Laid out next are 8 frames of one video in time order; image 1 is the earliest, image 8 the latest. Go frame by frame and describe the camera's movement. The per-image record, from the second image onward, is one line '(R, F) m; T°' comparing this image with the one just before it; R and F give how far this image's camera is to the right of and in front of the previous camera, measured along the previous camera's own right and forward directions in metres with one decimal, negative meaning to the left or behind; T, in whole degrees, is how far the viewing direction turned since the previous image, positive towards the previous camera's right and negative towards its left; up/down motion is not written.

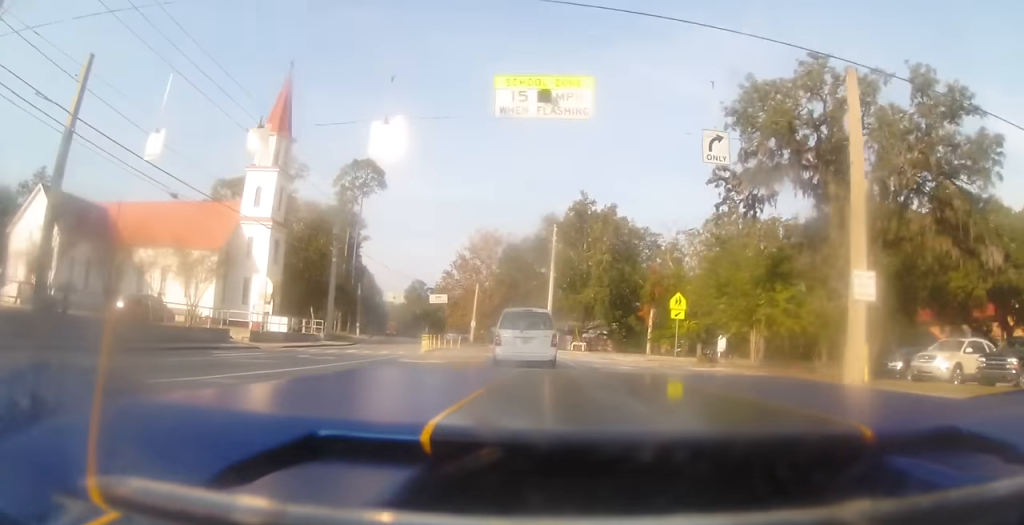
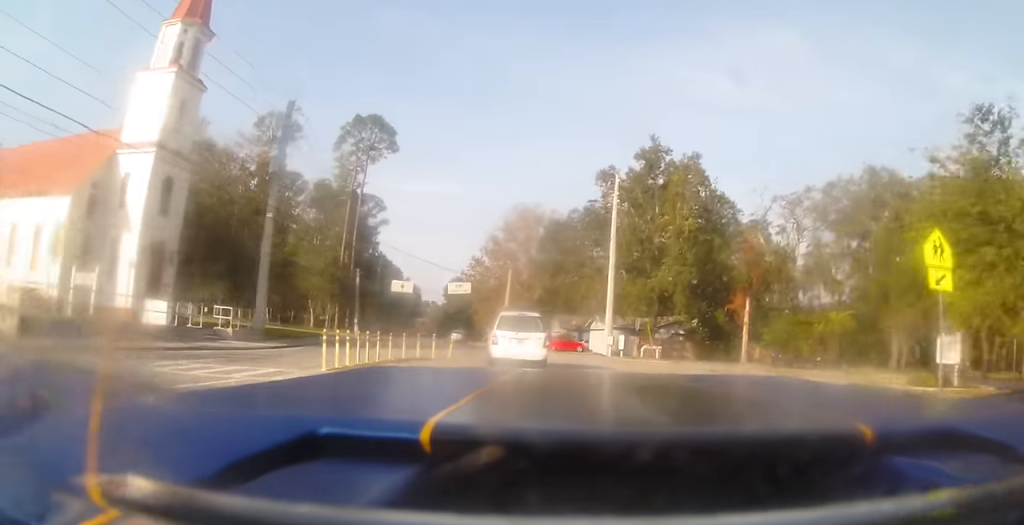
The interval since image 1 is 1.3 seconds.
(-0.4, +22.0) m; -3°
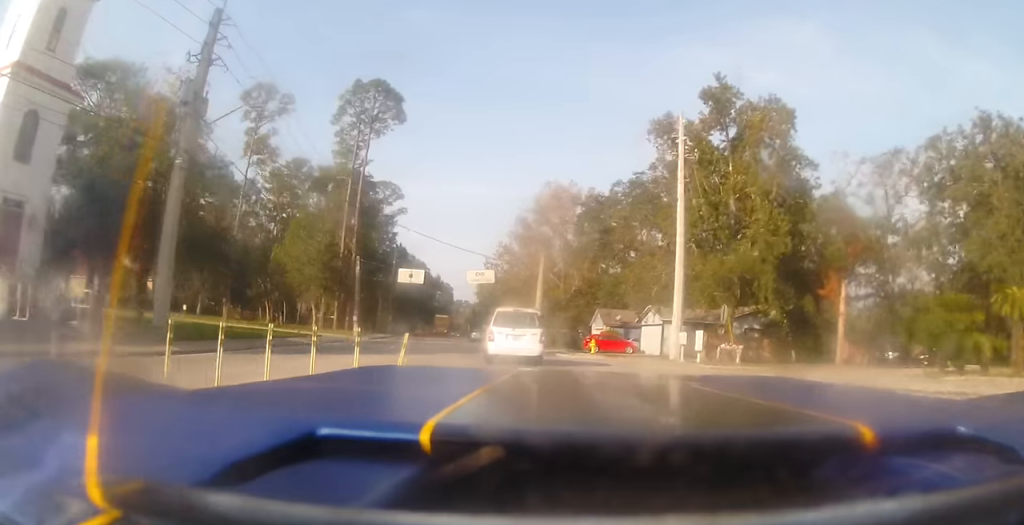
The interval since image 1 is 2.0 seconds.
(-0.3, +12.2) m; -3°
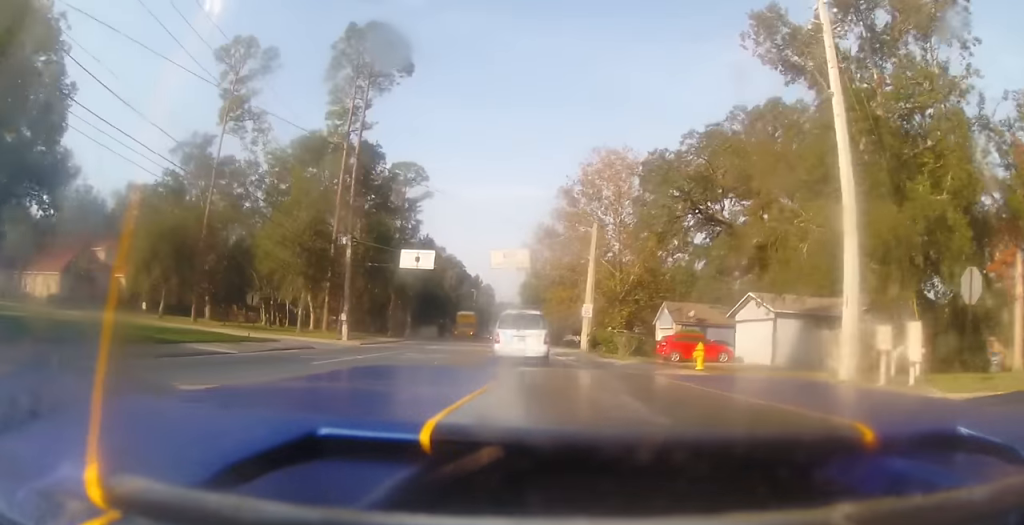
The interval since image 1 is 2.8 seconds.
(-0.6, +14.7) m; -4°
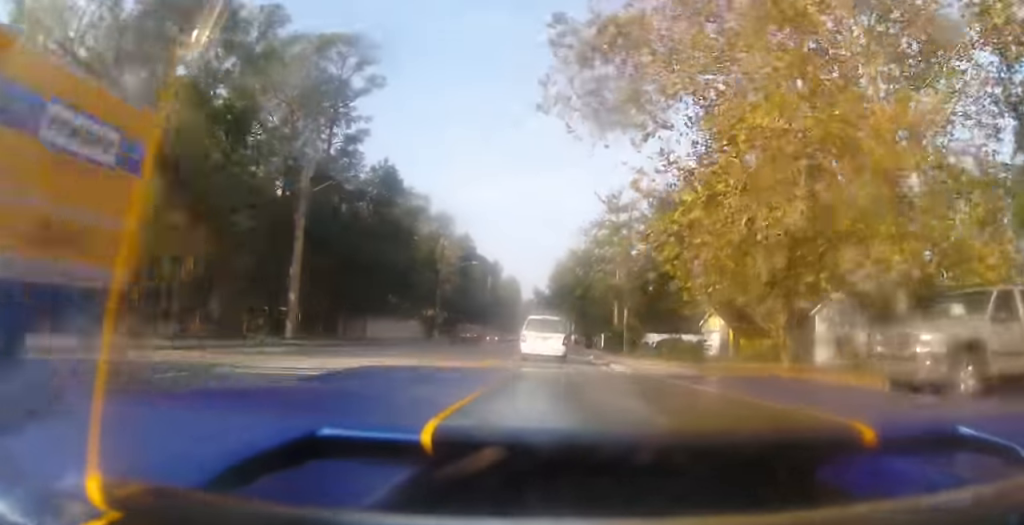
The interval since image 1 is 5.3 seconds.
(-3.9, +42.4) m; -7°
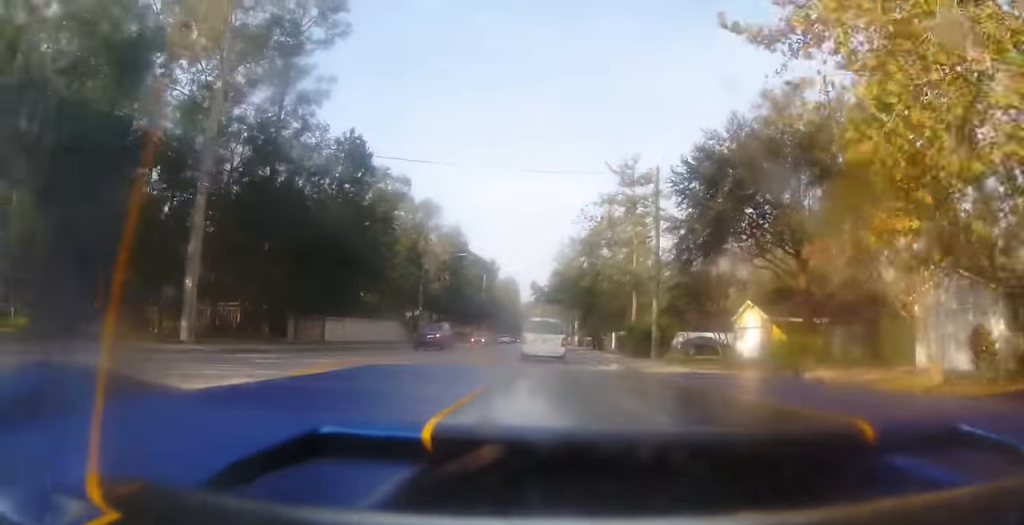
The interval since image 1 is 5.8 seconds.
(-0.1, +9.4) m; +1°
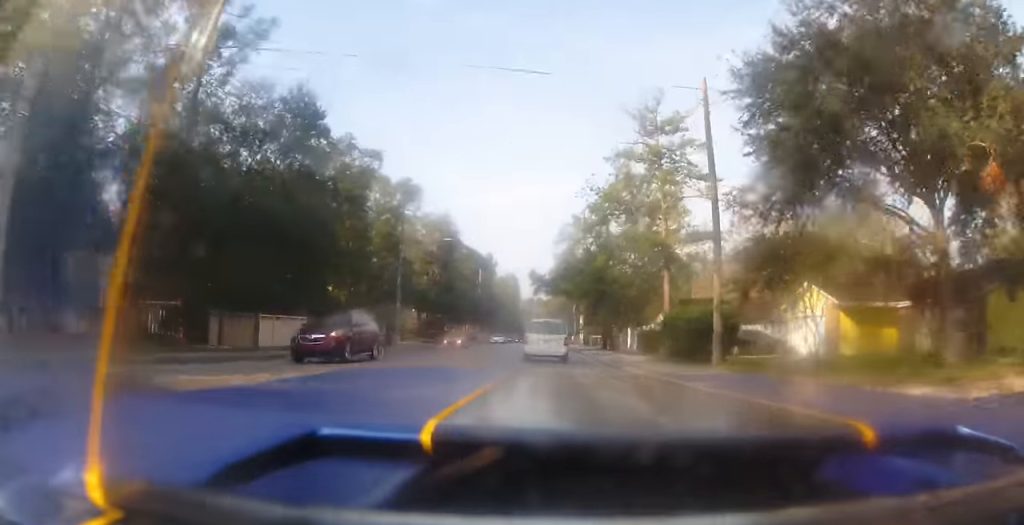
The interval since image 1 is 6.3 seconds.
(+0.4, +9.6) m; +1°
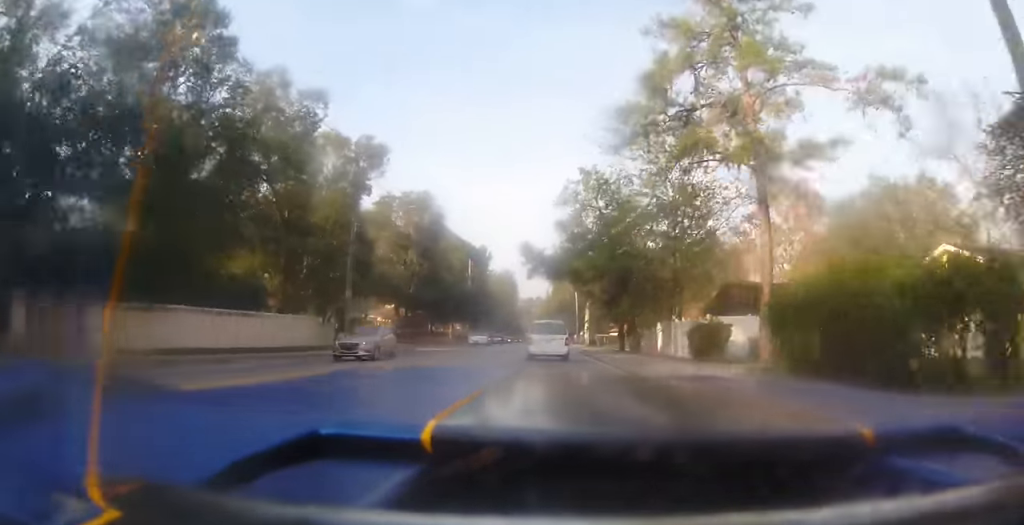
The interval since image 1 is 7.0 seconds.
(+0.1, +12.7) m; 0°
